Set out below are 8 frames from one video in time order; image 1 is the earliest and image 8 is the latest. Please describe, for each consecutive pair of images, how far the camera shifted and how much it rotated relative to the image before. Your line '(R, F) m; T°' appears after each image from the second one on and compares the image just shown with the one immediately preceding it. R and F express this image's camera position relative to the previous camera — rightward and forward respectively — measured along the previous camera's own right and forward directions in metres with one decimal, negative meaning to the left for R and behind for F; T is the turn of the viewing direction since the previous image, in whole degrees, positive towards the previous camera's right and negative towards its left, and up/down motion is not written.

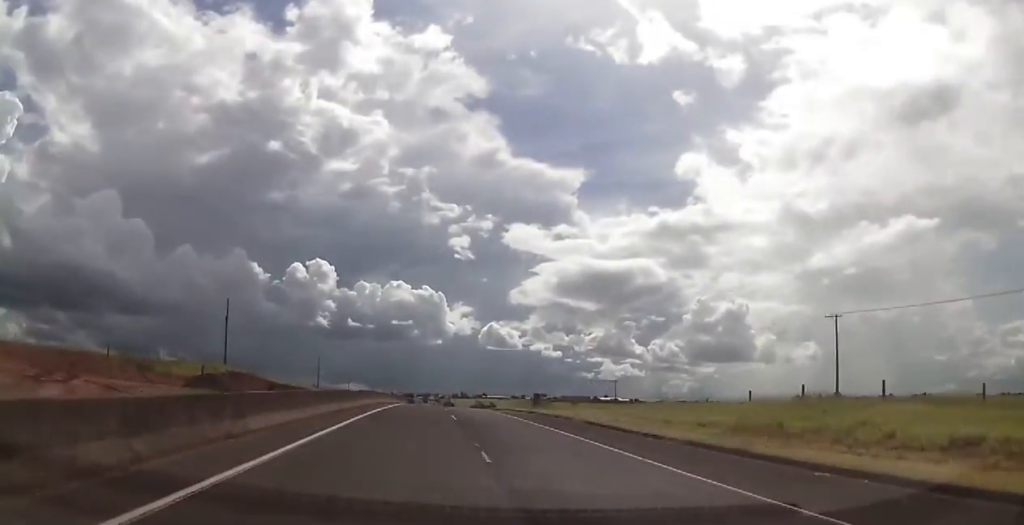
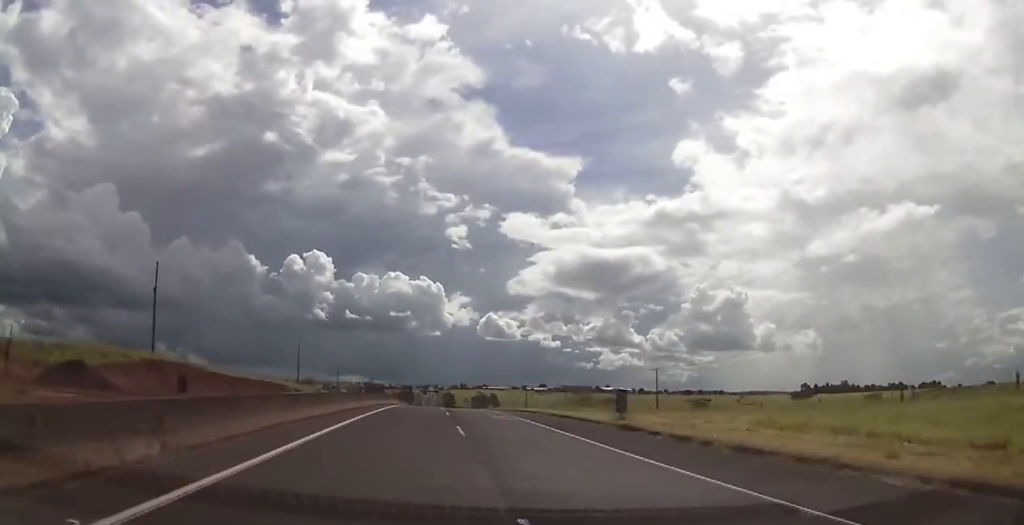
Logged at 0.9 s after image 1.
(0.0, +25.4) m; +1°
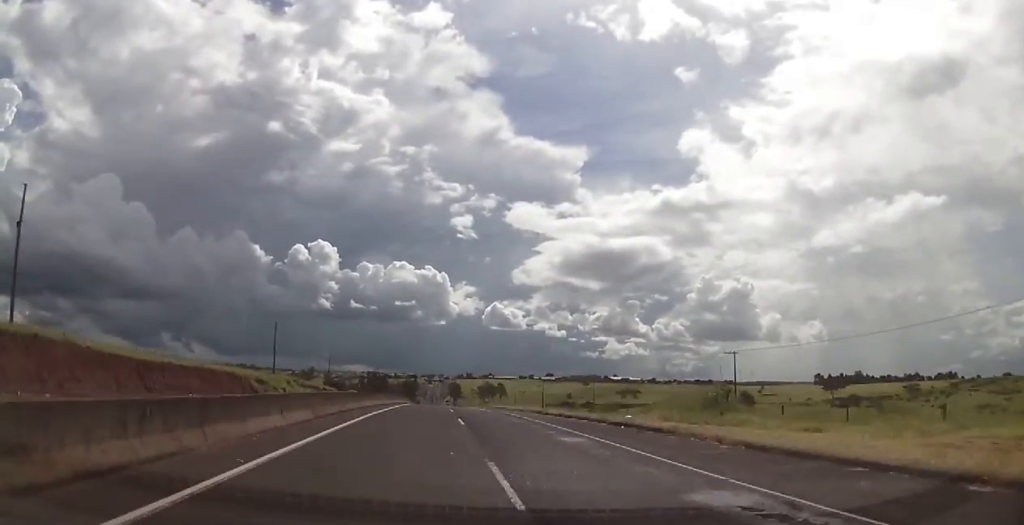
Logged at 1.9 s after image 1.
(+0.3, +27.1) m; 0°
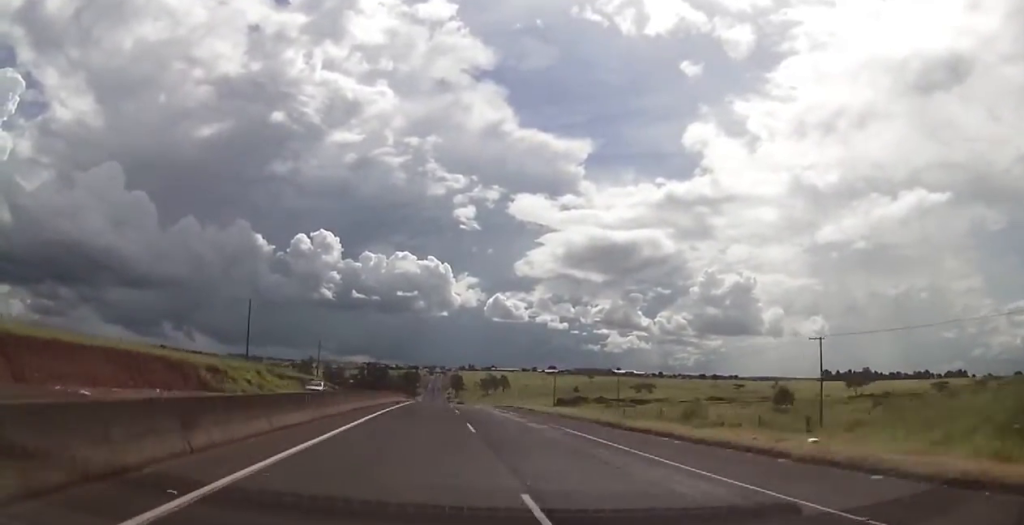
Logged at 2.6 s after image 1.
(-0.1, +19.0) m; 0°
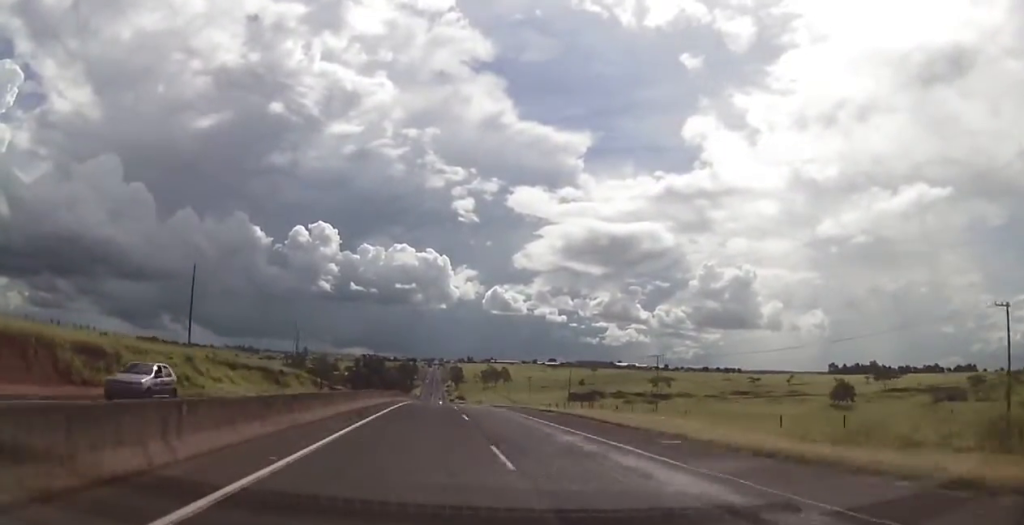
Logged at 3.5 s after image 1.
(-0.2, +24.5) m; 0°
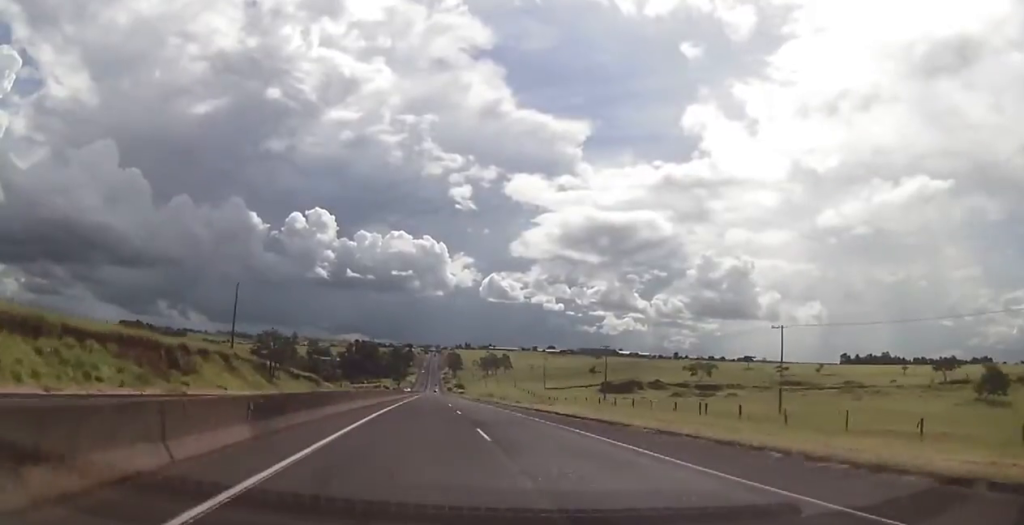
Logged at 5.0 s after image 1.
(0.0, +40.4) m; 0°
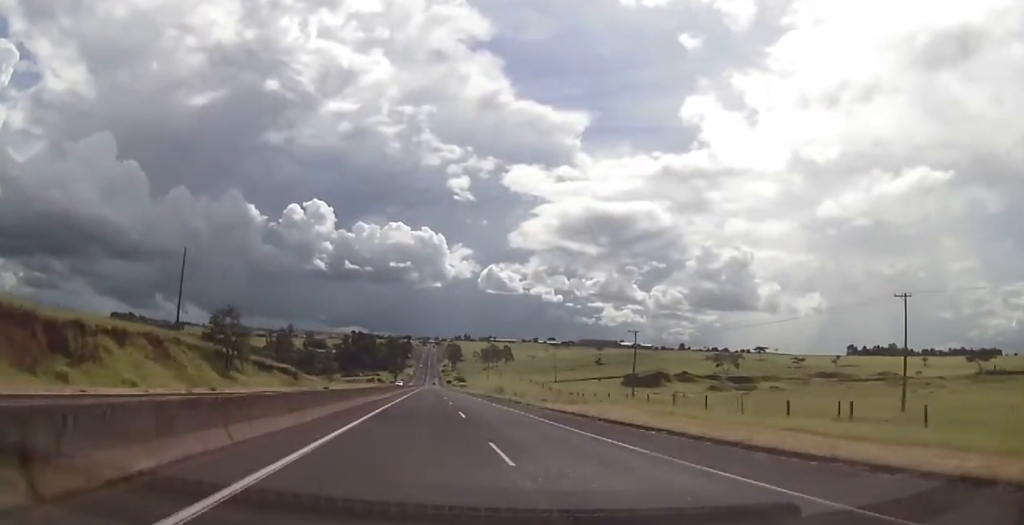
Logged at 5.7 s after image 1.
(0.0, +20.6) m; 0°
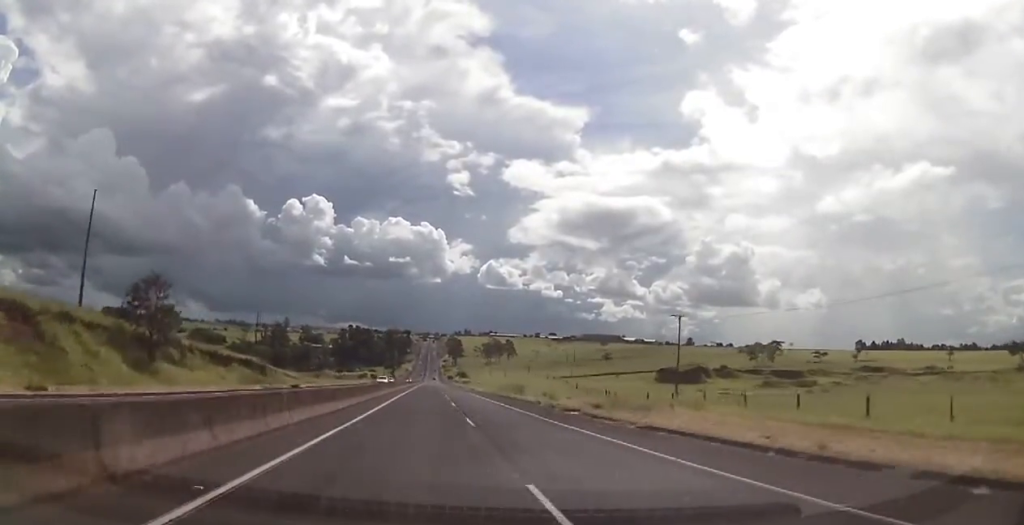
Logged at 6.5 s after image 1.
(+0.1, +21.8) m; 0°
